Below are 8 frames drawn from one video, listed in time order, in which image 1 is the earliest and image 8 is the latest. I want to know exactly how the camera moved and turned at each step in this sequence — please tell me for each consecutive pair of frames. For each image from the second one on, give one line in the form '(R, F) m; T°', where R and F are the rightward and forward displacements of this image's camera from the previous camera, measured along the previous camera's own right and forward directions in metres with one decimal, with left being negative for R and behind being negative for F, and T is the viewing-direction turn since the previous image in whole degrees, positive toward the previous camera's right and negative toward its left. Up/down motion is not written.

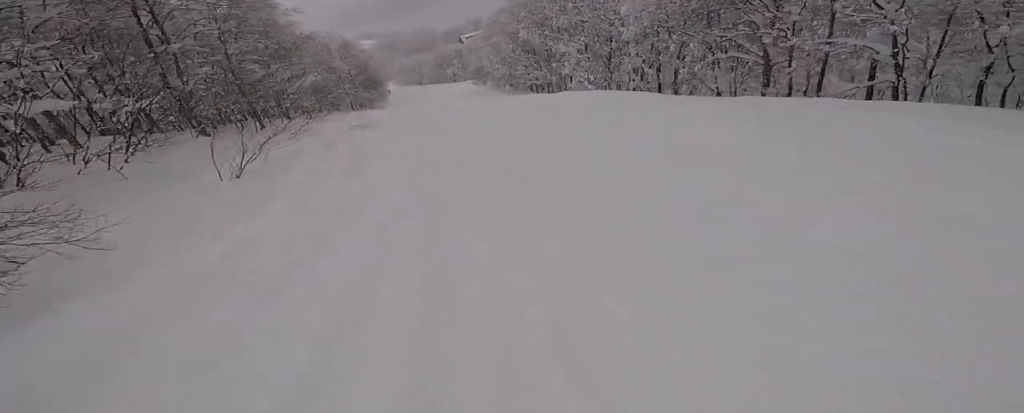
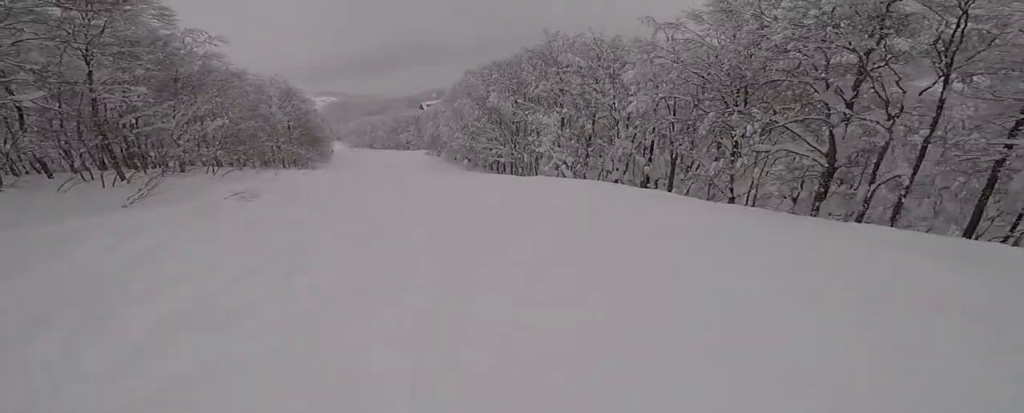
(+0.9, +7.2) m; +4°
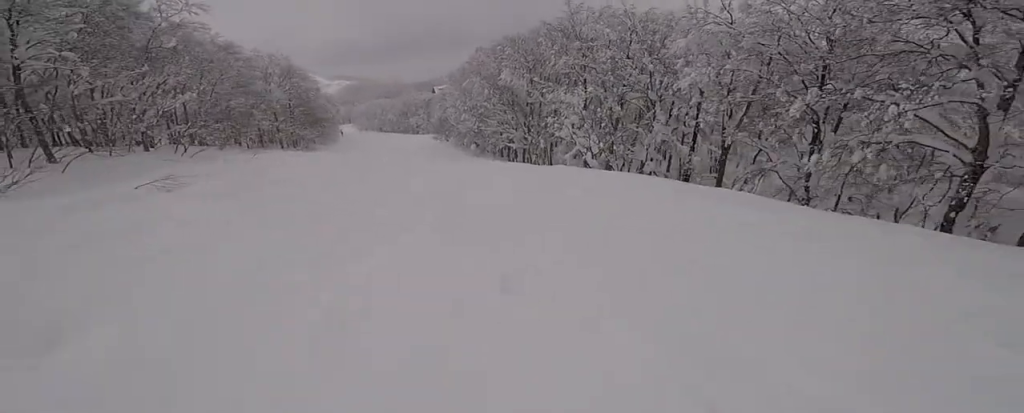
(-0.2, +4.4) m; -6°
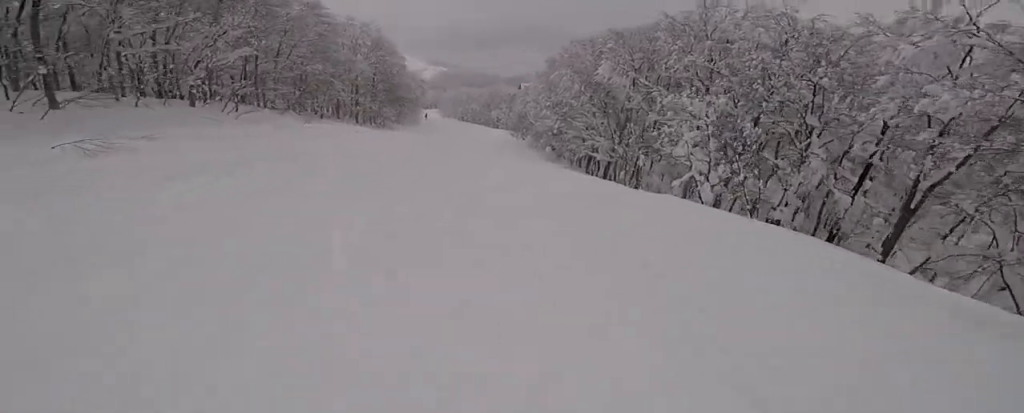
(+0.3, +4.7) m; -7°
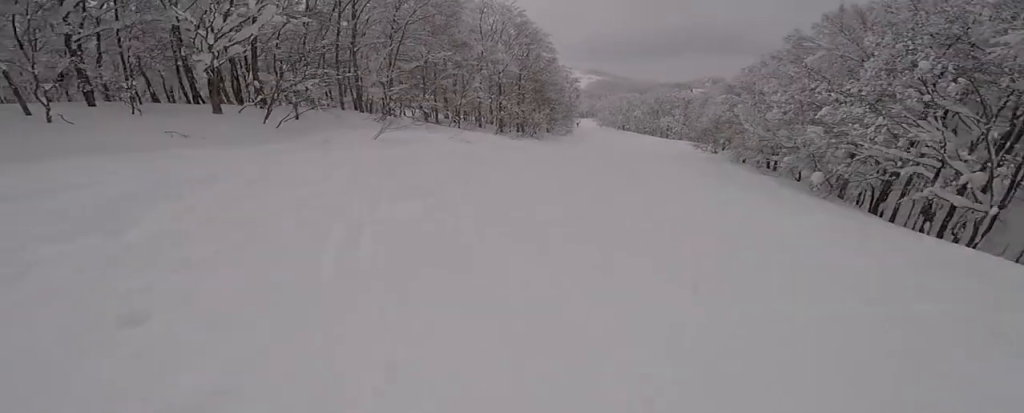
(-1.1, +11.9) m; +3°
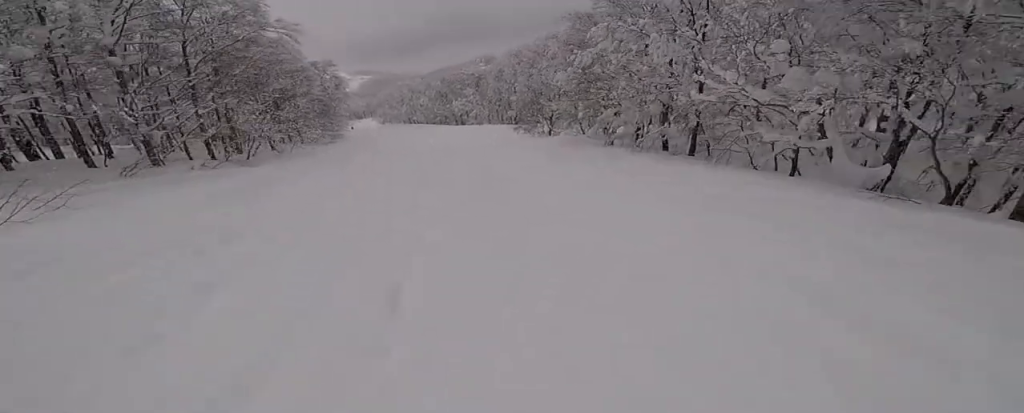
(+1.9, +21.7) m; +4°
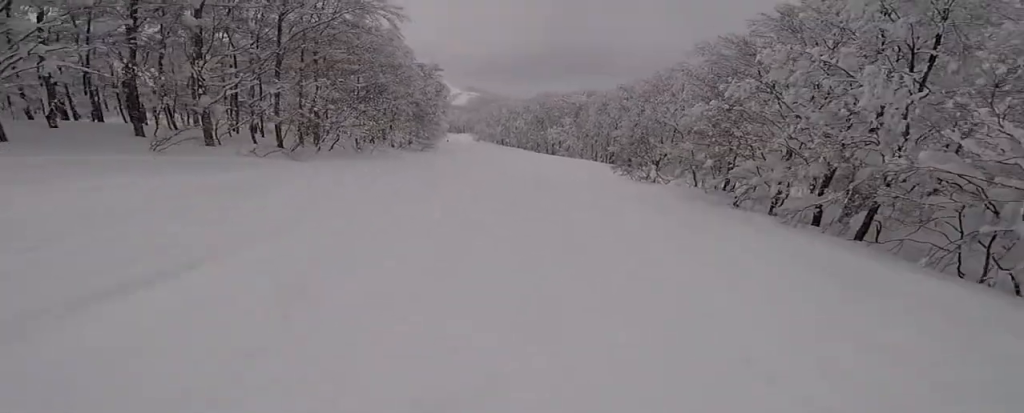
(+0.1, +4.3) m; -1°
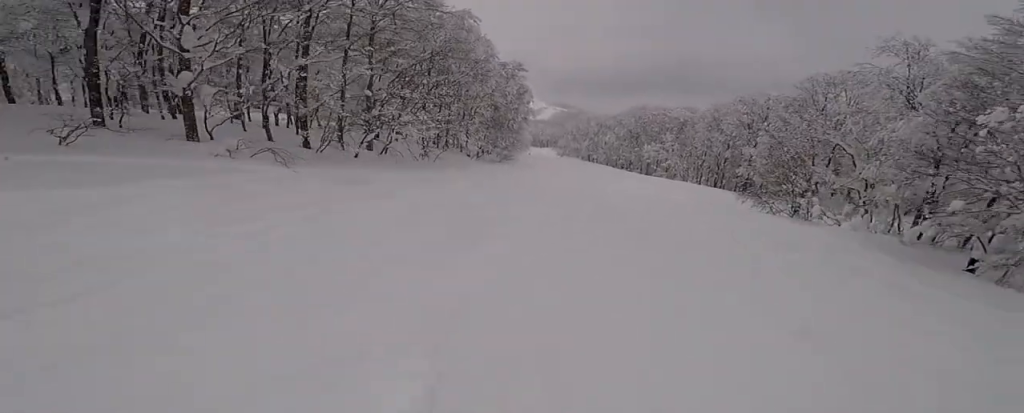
(-0.4, +6.4) m; -4°
